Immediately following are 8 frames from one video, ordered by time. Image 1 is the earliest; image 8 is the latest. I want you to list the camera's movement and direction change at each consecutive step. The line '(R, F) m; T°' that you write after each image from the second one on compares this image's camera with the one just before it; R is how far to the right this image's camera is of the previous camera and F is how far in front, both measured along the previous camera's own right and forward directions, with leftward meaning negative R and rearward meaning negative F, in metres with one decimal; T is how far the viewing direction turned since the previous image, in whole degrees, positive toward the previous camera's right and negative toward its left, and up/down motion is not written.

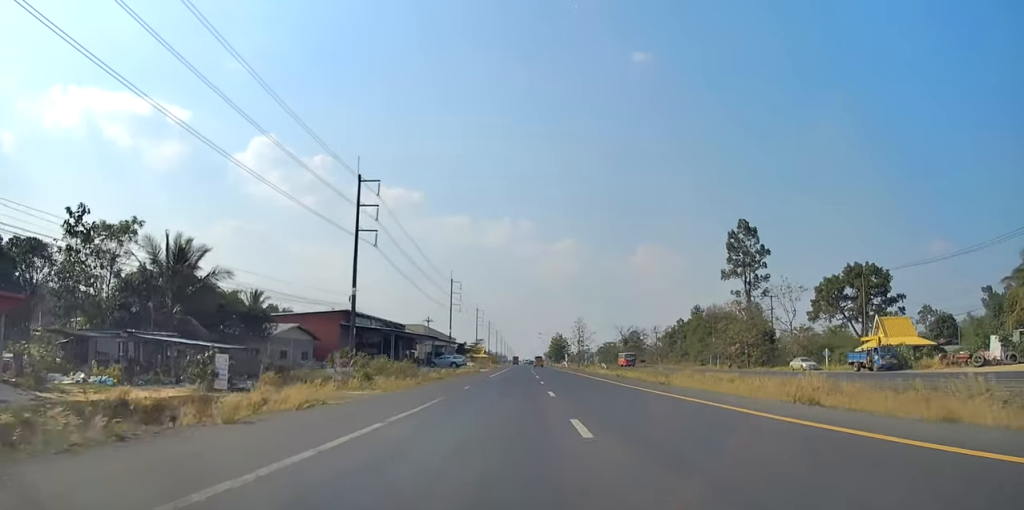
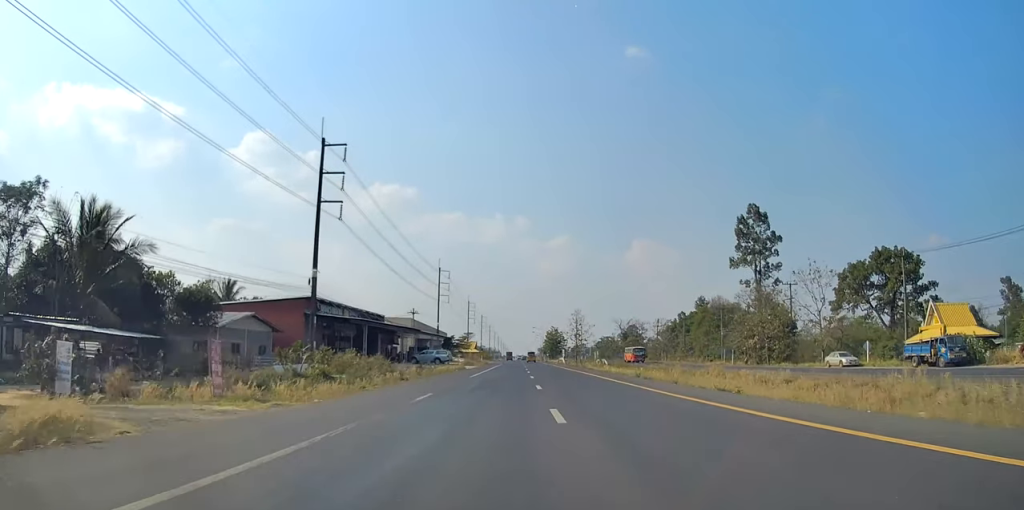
(-0.3, +10.6) m; 0°
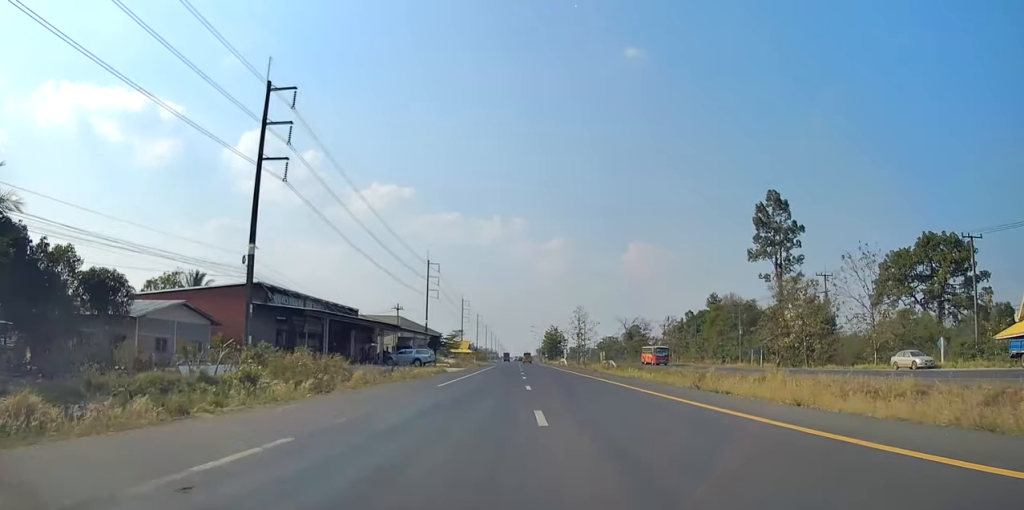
(-0.1, +13.2) m; 0°
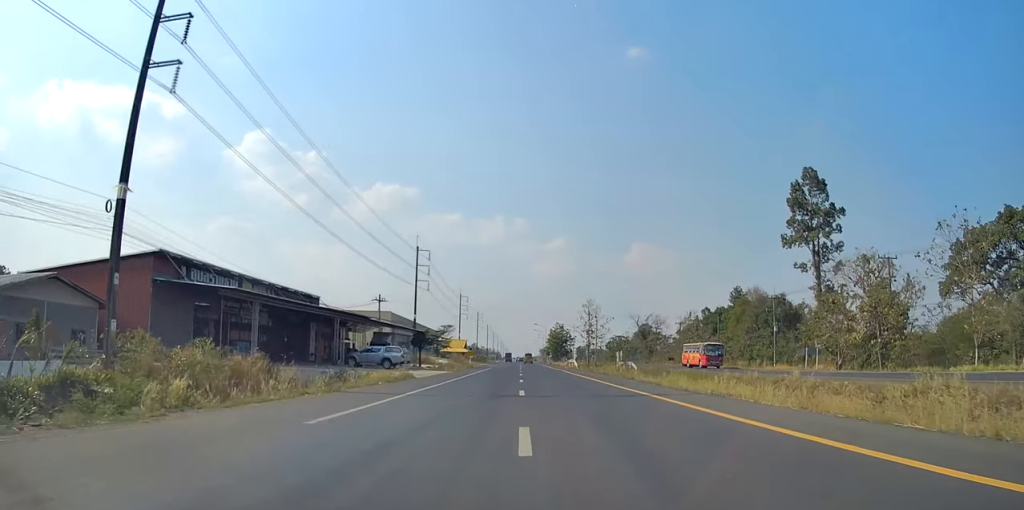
(+0.4, +15.7) m; +1°
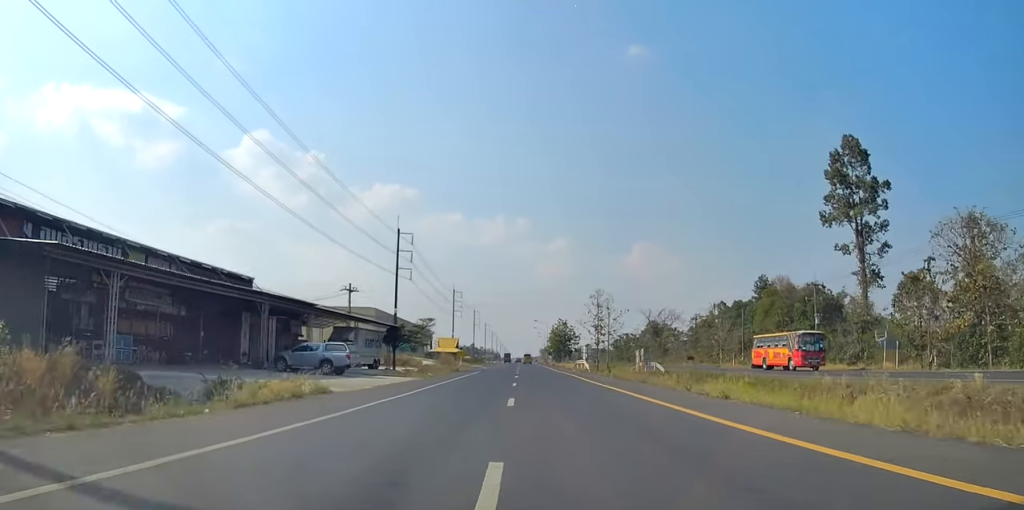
(+0.1, +14.8) m; 0°
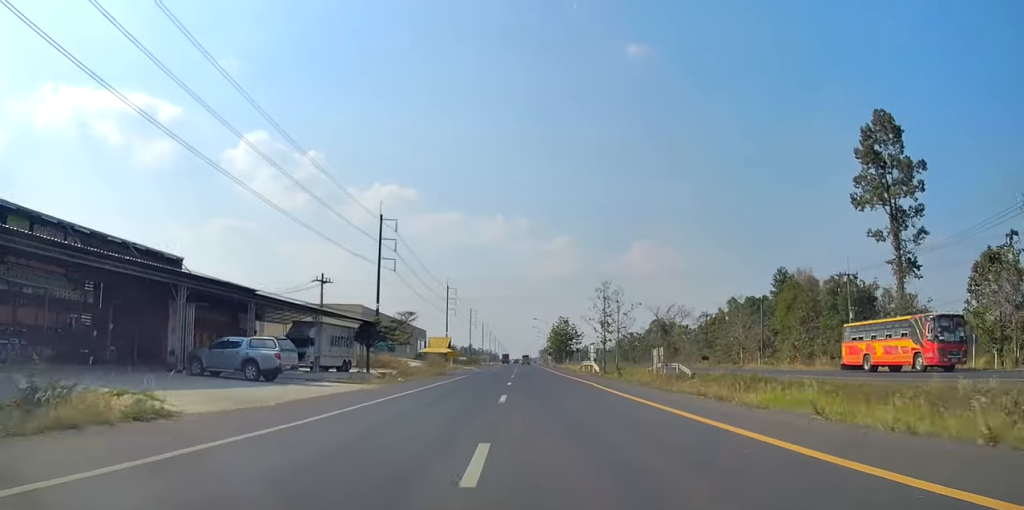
(0.0, +10.4) m; 0°
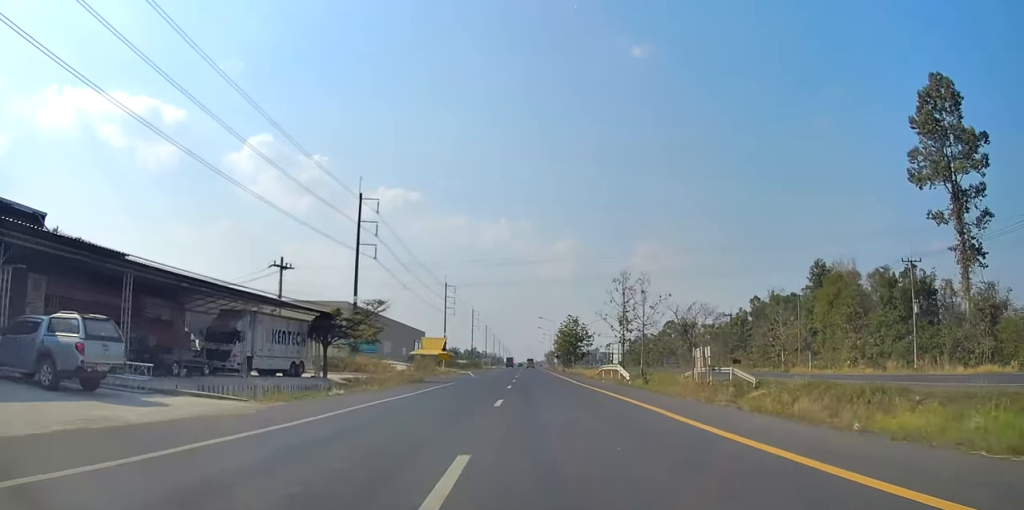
(-0.1, +13.9) m; -1°
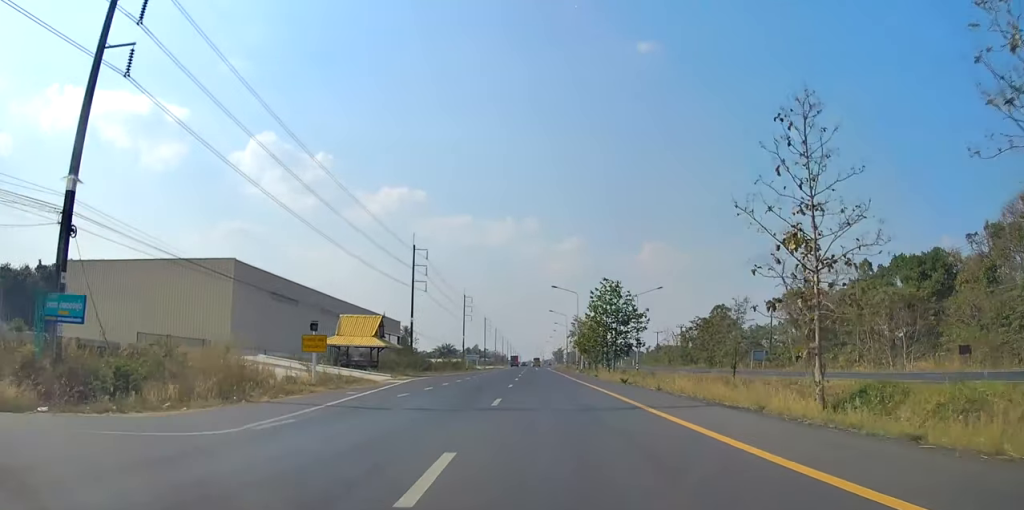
(-0.5, +47.8) m; -1°
